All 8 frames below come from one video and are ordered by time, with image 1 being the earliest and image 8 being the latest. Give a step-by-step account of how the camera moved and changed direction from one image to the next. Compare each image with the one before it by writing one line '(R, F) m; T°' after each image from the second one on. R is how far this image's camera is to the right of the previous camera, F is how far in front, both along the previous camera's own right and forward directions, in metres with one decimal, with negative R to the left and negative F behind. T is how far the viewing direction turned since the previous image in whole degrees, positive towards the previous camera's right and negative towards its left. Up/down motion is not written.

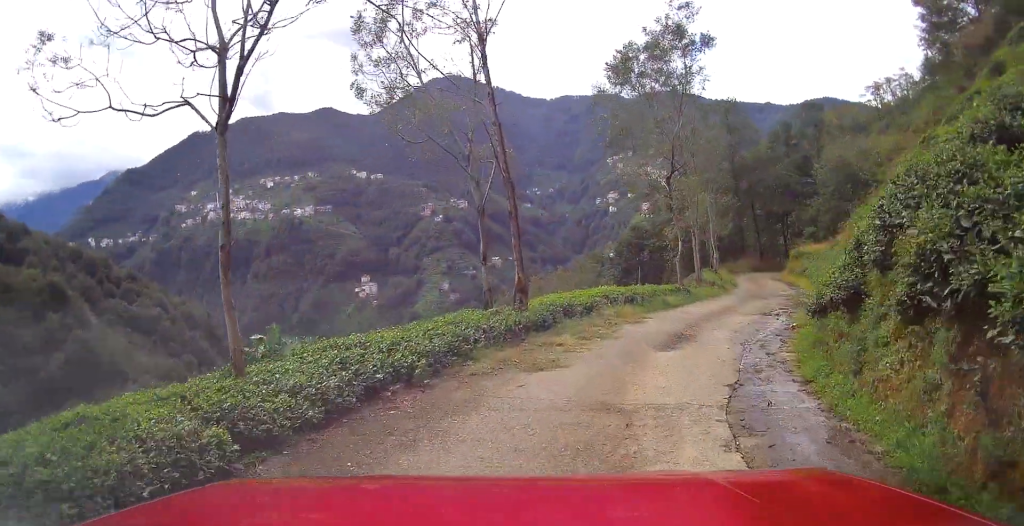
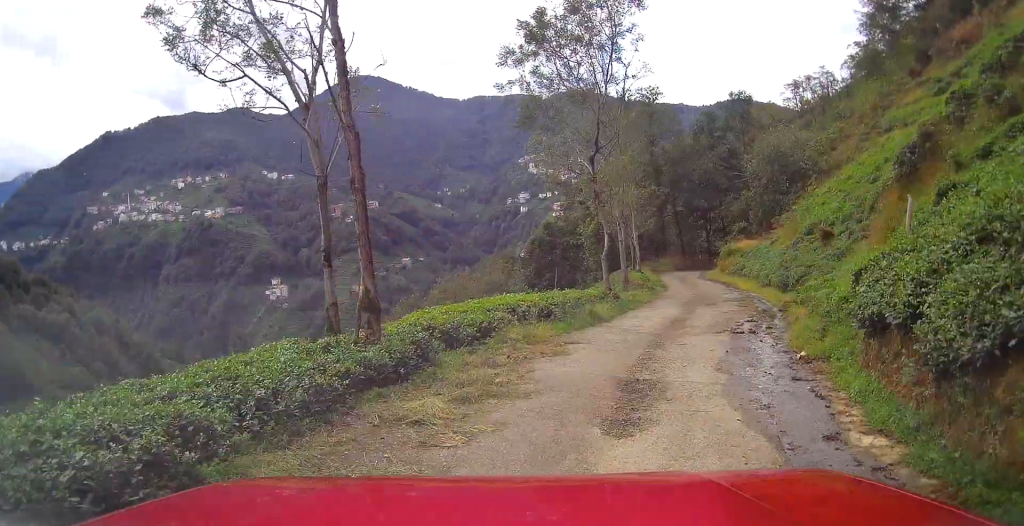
(0.0, +4.6) m; +4°
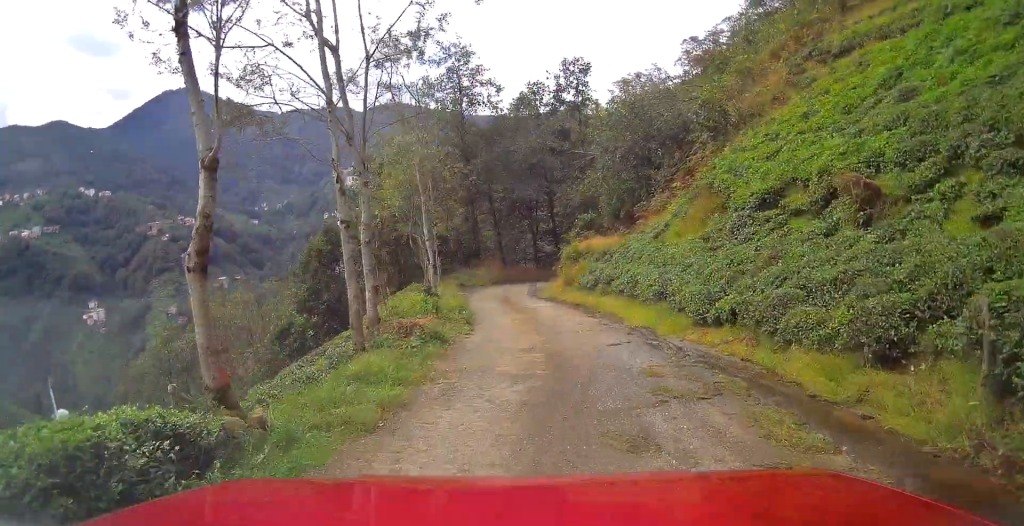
(+1.7, +13.7) m; +10°
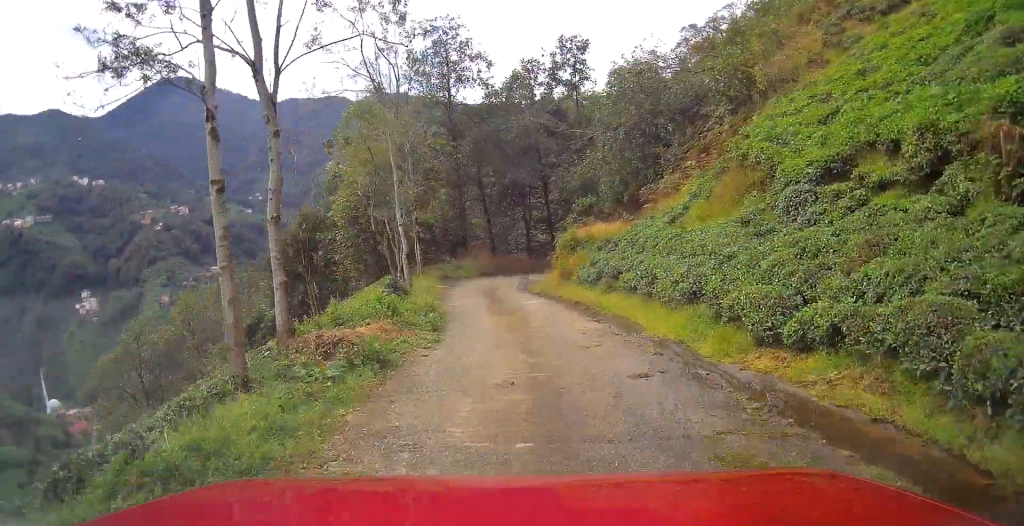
(0.0, +3.3) m; 0°
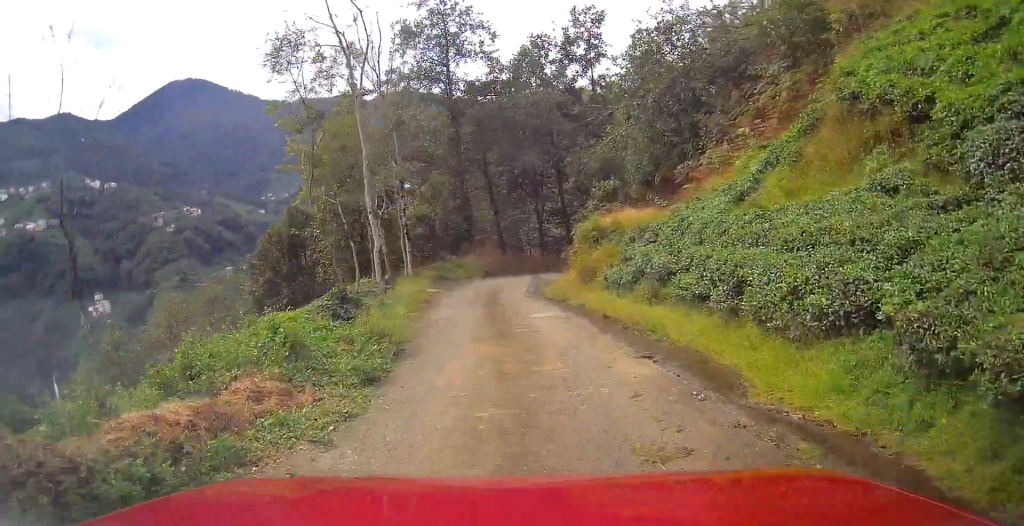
(0.0, +4.7) m; 0°
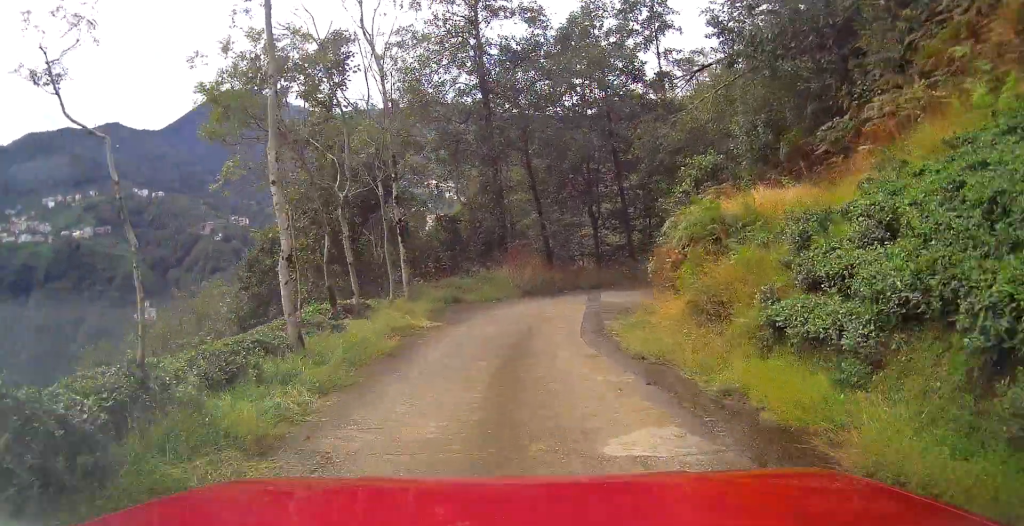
(0.0, +8.1) m; -1°
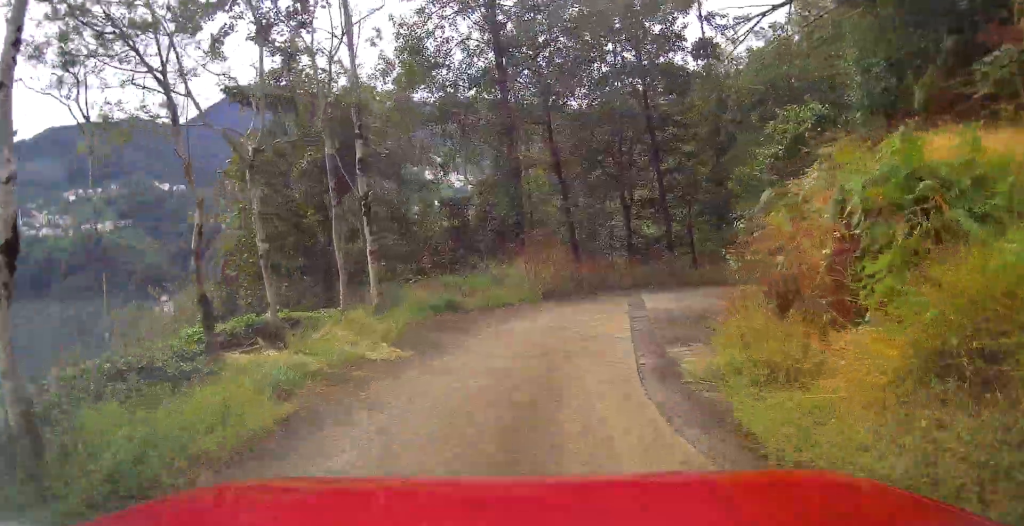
(0.0, +5.0) m; 0°
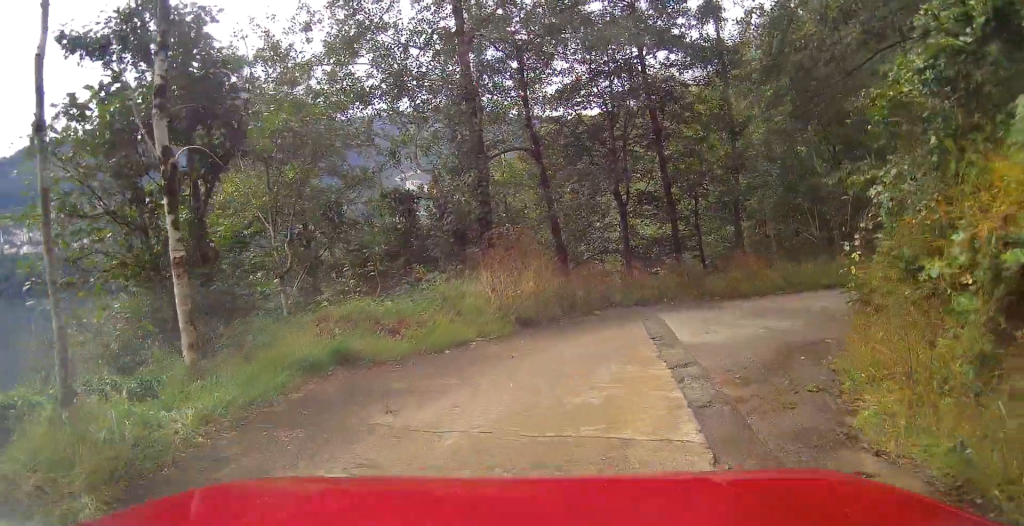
(0.0, +5.5) m; +2°
